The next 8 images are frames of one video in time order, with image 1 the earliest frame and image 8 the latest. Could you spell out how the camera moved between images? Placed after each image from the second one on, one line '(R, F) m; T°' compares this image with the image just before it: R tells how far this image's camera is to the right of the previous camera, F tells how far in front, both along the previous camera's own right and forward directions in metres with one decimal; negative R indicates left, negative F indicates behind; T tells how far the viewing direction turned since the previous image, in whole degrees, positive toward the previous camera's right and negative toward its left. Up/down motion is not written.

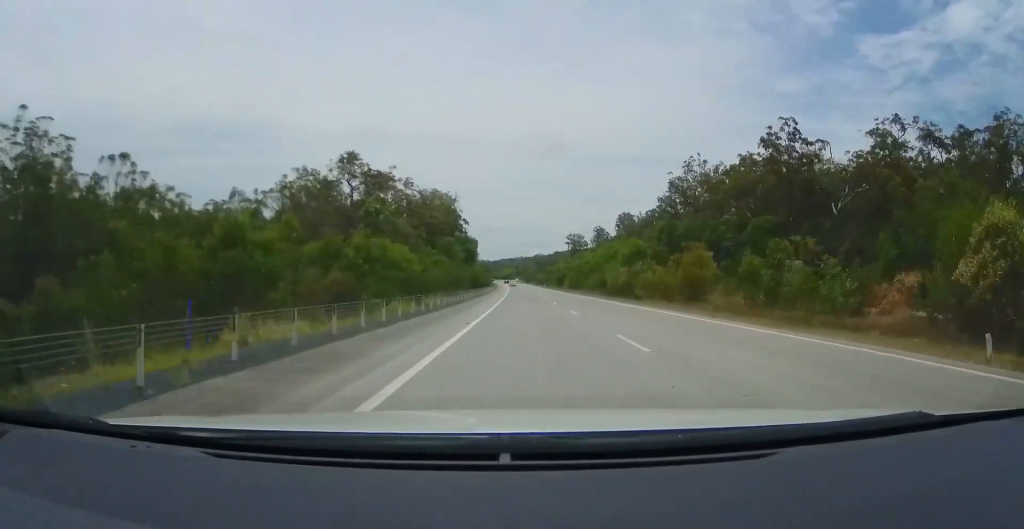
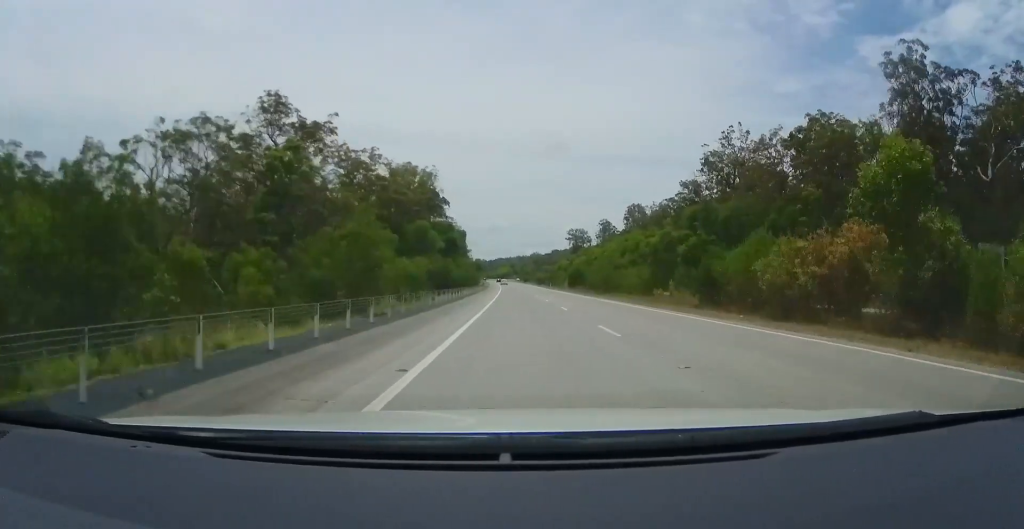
(-0.1, +32.7) m; 0°
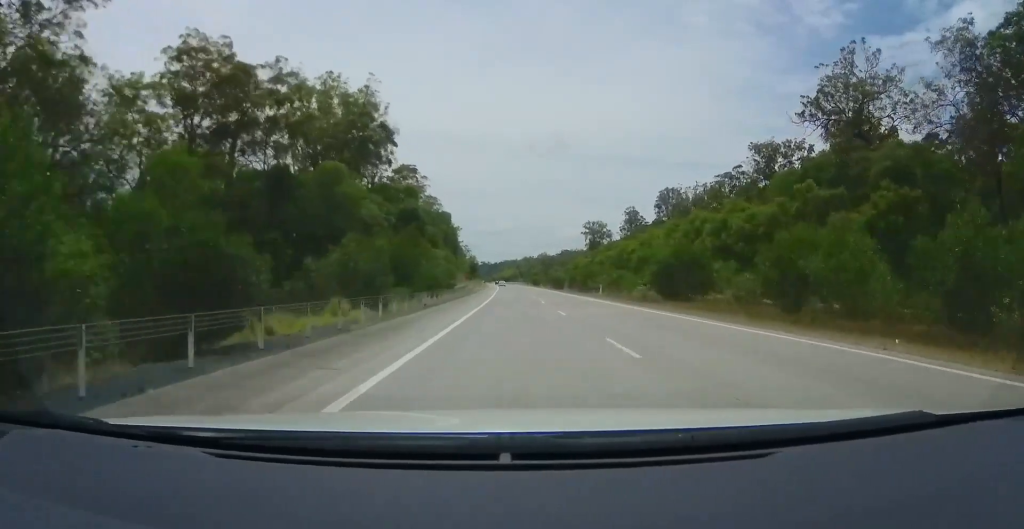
(0.0, +52.0) m; 0°
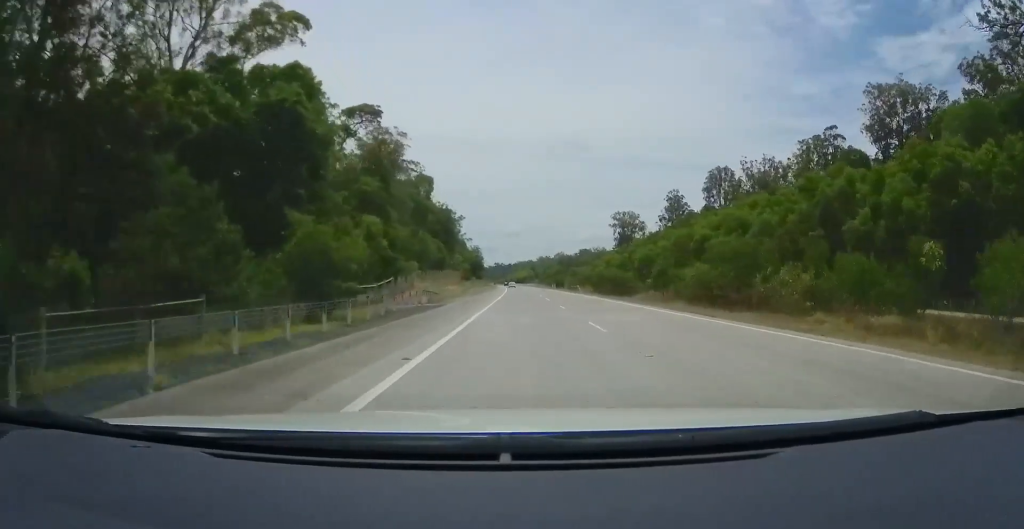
(-0.3, +43.4) m; -1°
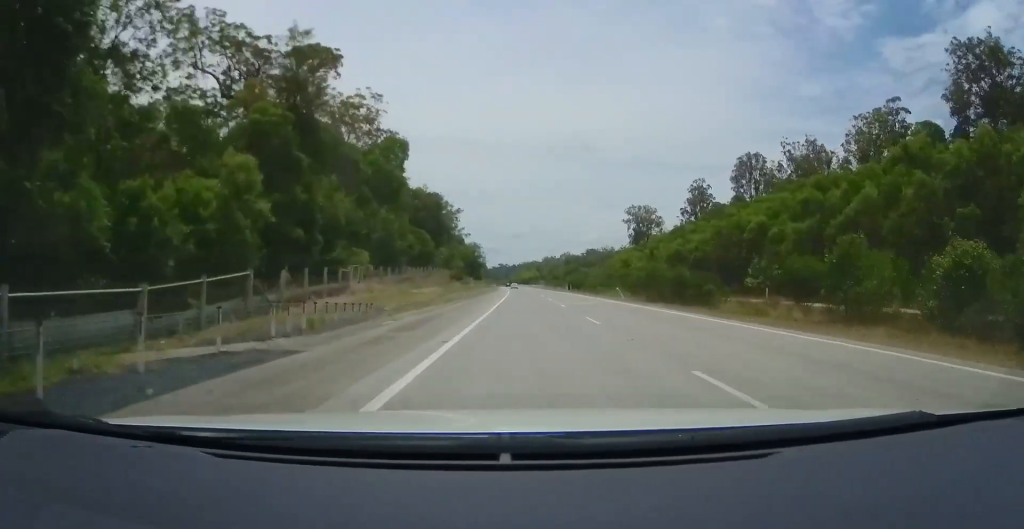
(-0.1, +20.4) m; -1°
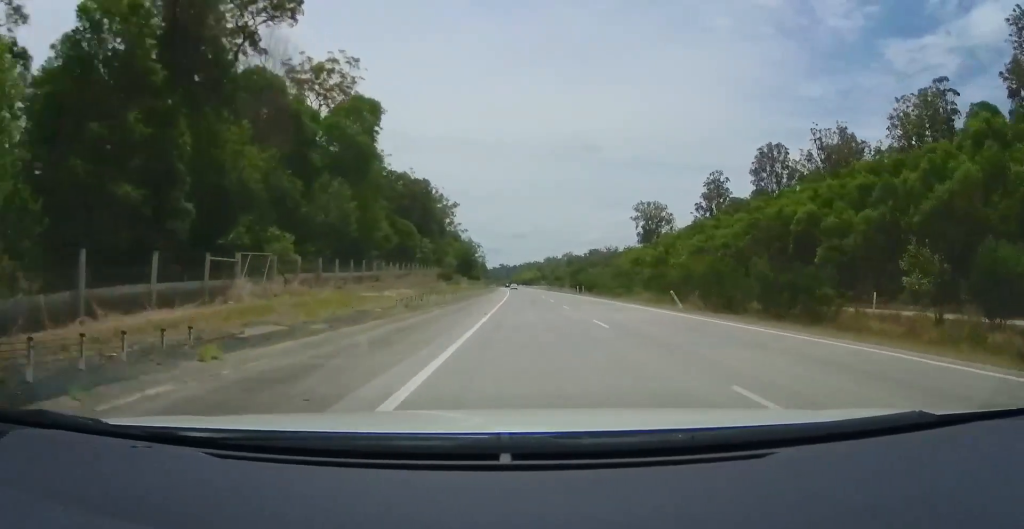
(+0.1, +13.2) m; 0°
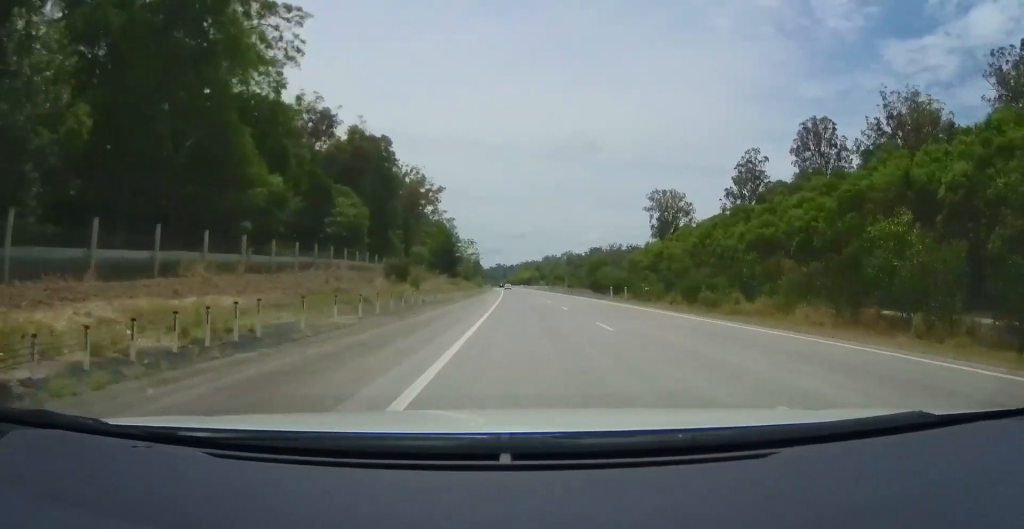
(-0.4, +25.1) m; 0°
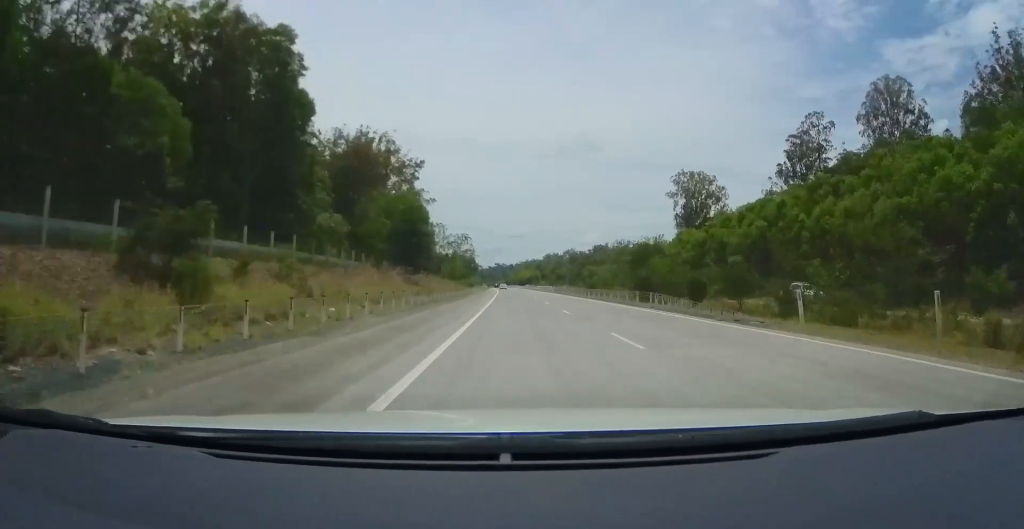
(+0.2, +27.5) m; +1°
